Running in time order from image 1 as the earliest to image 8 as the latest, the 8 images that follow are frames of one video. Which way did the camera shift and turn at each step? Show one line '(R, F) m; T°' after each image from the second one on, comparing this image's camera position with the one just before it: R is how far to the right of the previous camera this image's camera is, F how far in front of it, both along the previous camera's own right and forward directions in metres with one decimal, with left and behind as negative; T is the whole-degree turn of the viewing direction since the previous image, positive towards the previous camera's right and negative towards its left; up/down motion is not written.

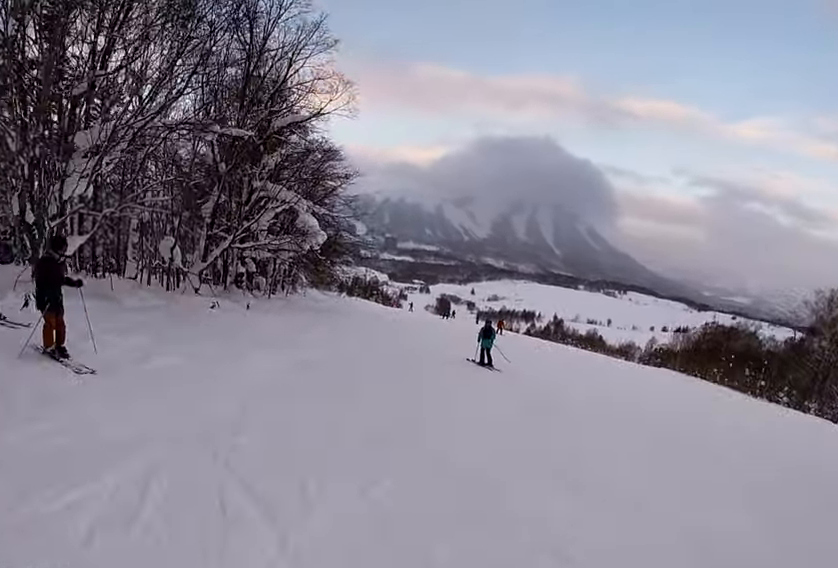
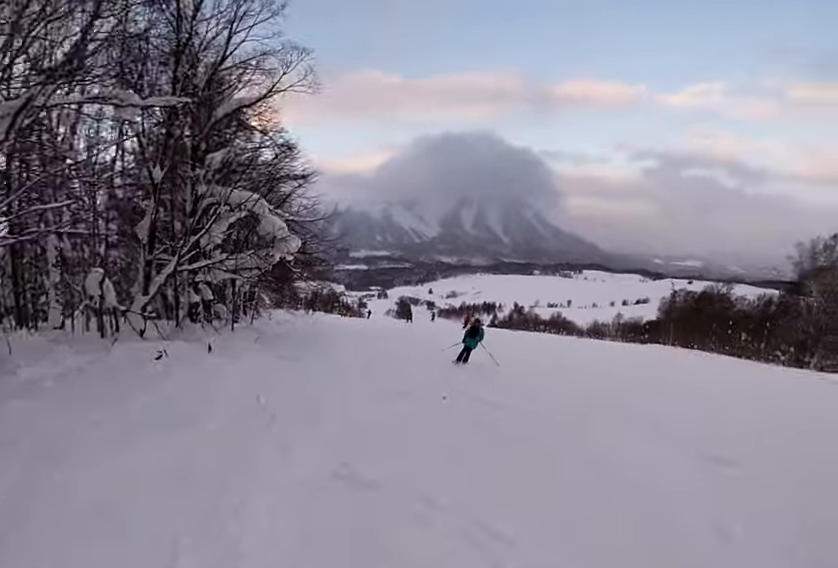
(+0.2, +4.9) m; +10°
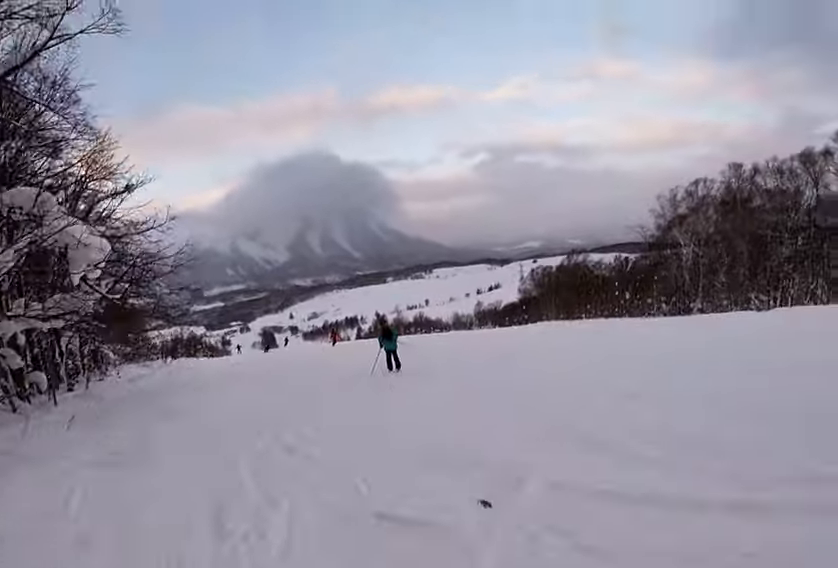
(+1.0, +5.9) m; +3°
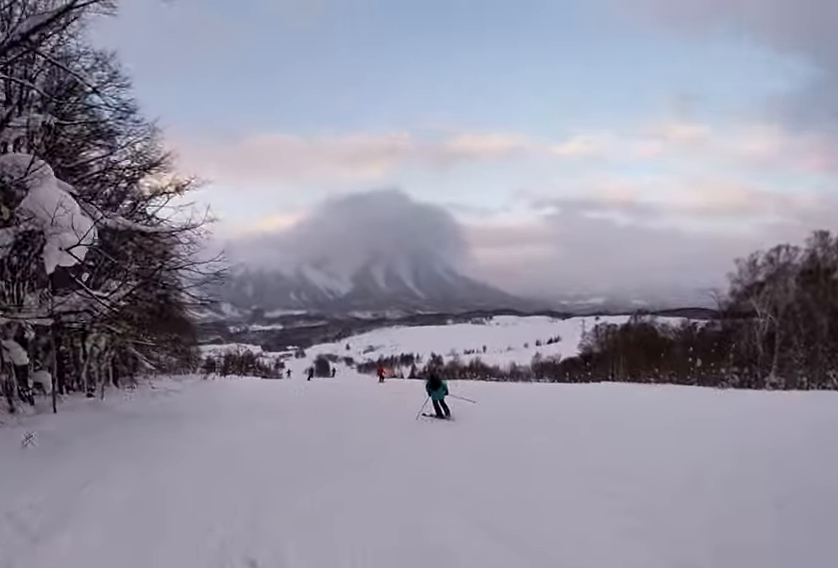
(-0.3, +2.5) m; -4°
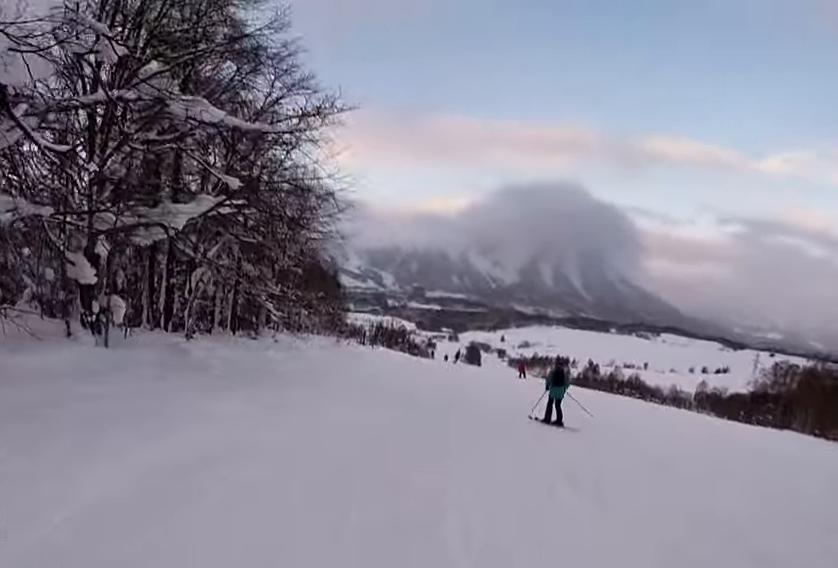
(-0.2, +4.5) m; -5°
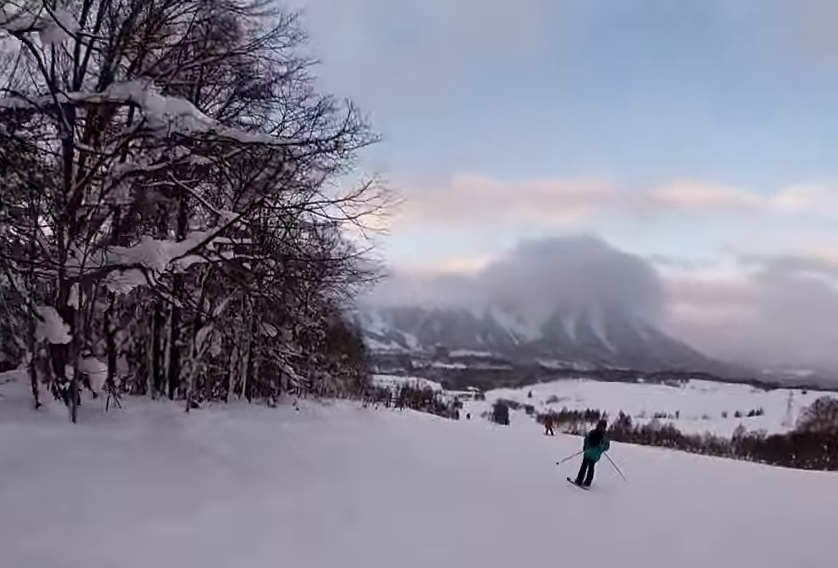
(+0.1, +3.1) m; -2°
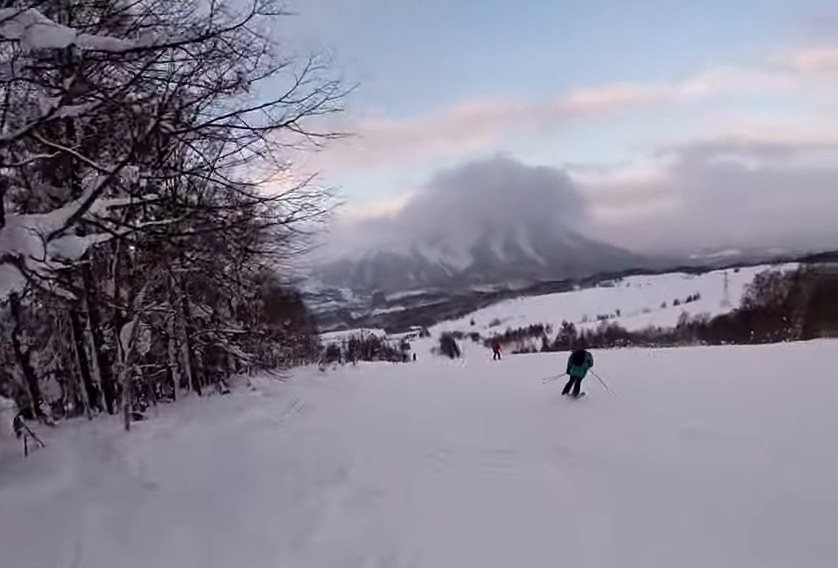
(-0.2, +2.5) m; +4°
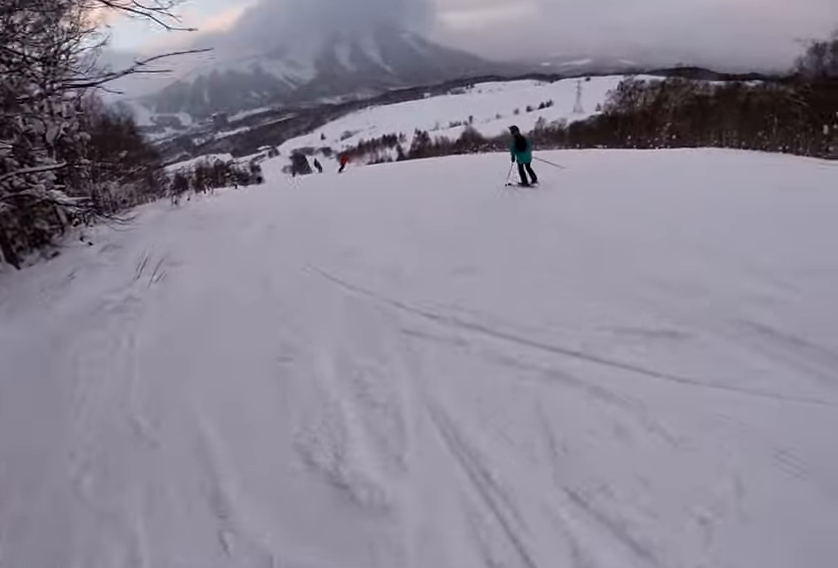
(0.0, +4.6) m; +6°
